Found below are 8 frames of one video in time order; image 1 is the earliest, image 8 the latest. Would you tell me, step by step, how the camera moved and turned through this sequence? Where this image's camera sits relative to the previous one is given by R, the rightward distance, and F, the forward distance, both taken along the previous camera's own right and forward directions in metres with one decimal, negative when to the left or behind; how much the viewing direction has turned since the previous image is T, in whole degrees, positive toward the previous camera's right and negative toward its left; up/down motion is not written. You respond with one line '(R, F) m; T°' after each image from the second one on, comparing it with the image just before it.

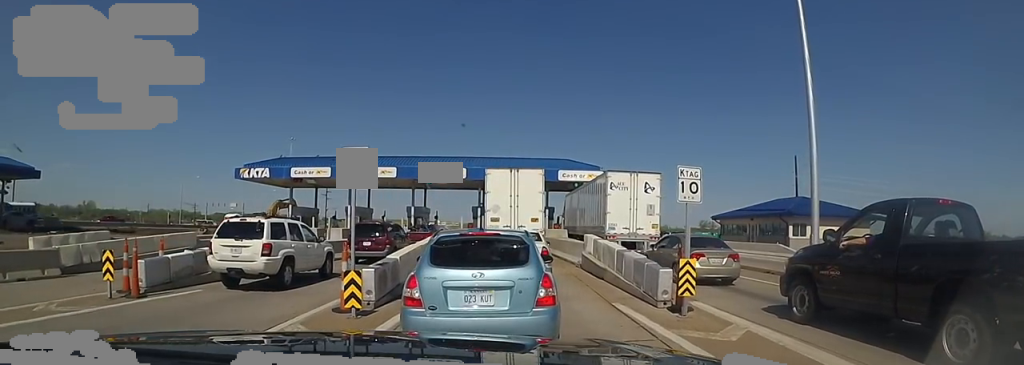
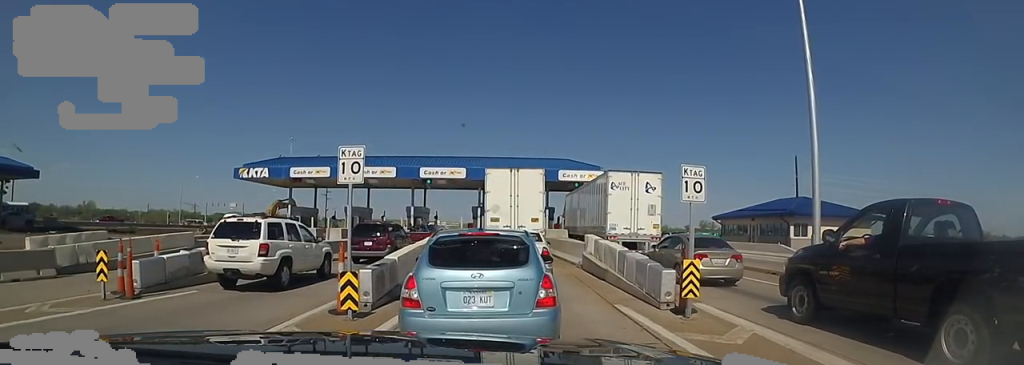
(0.0, +0.4) m; 0°
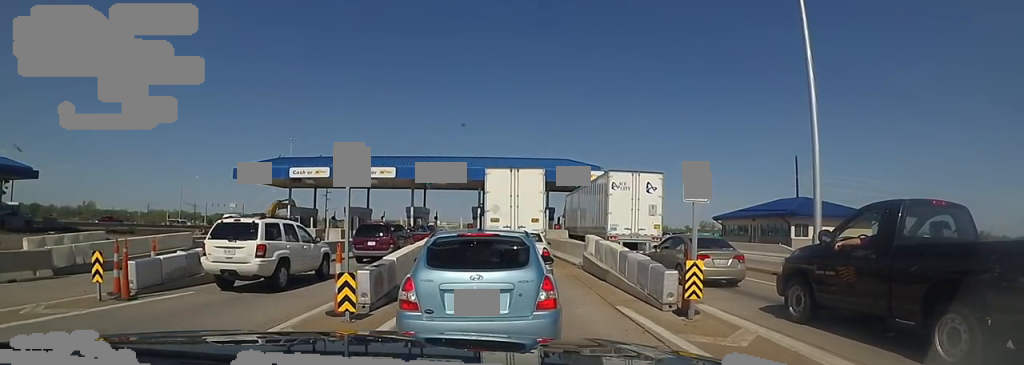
(0.0, +0.4) m; 0°
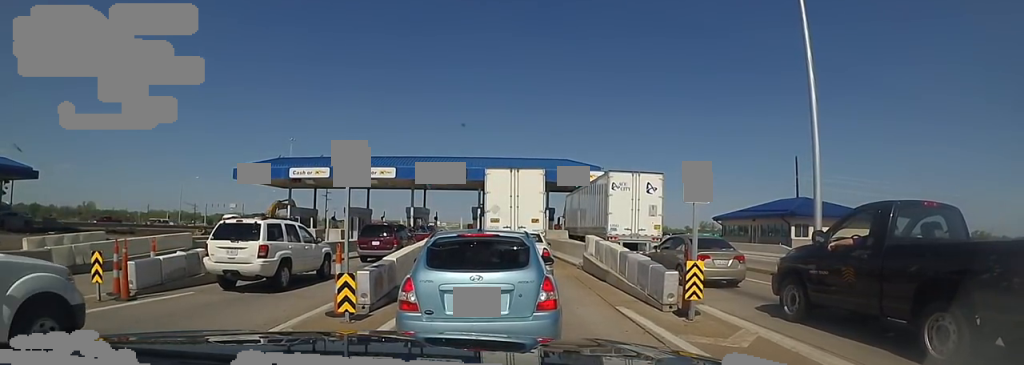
(0.0, +0.2) m; 0°
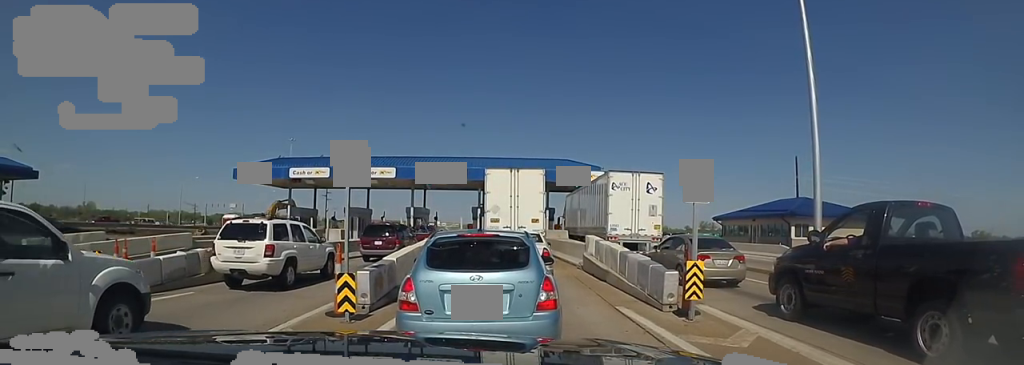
(0.0, 0.0) m; 0°
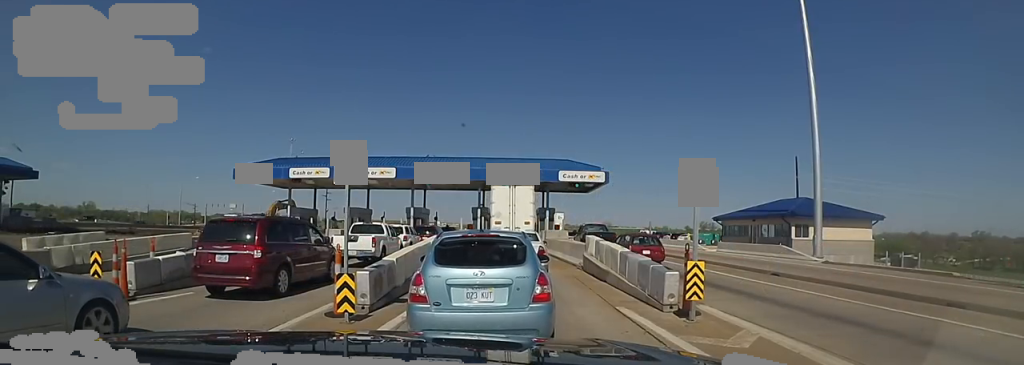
(0.0, 0.0) m; 0°
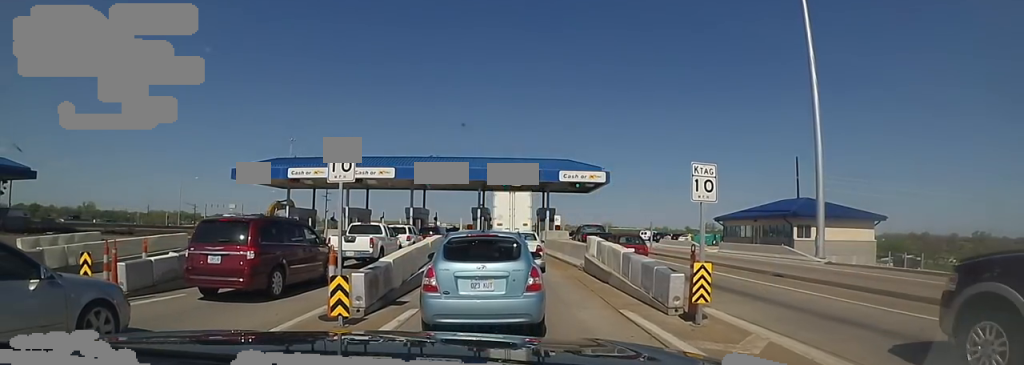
(0.0, 0.0) m; 0°
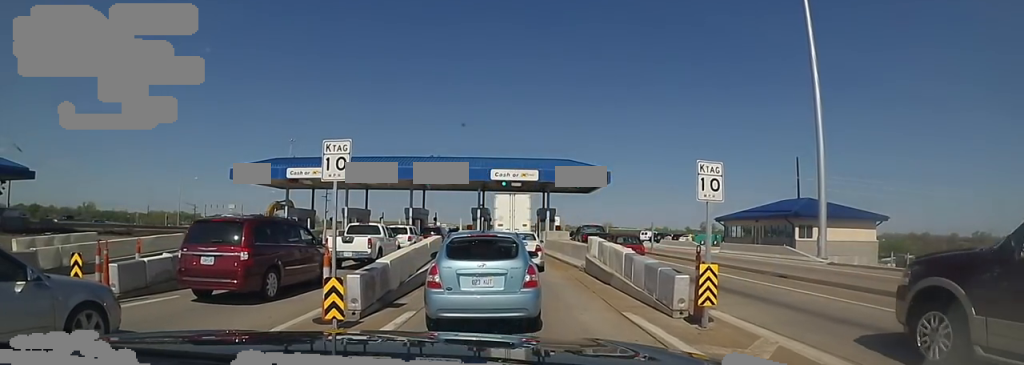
(0.0, 0.0) m; 0°
